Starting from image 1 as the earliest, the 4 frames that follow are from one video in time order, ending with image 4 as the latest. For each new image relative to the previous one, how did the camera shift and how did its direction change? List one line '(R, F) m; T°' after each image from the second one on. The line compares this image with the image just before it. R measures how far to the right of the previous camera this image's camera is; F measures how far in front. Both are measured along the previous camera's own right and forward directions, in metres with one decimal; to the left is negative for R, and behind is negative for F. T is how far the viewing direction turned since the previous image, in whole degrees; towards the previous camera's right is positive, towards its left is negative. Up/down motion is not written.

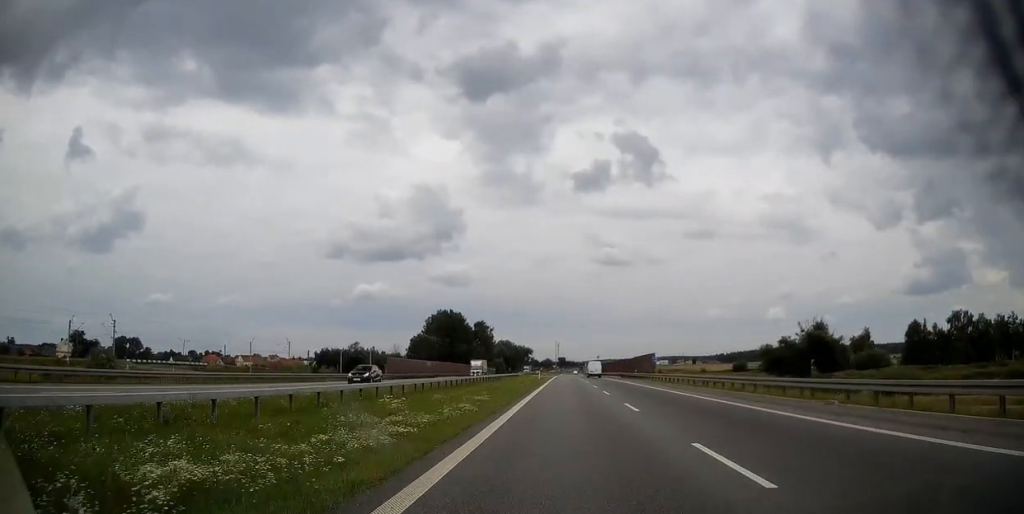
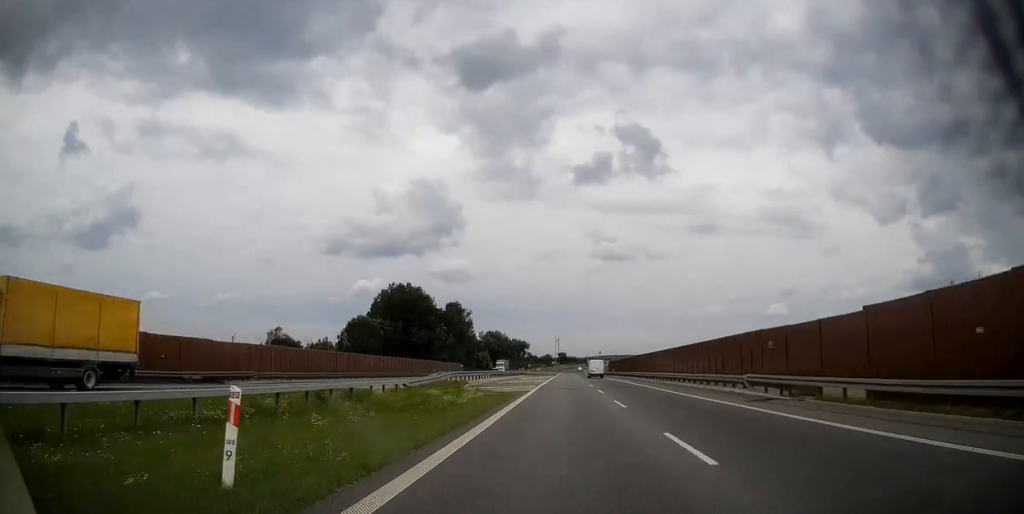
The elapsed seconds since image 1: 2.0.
(-0.2, +70.7) m; 0°
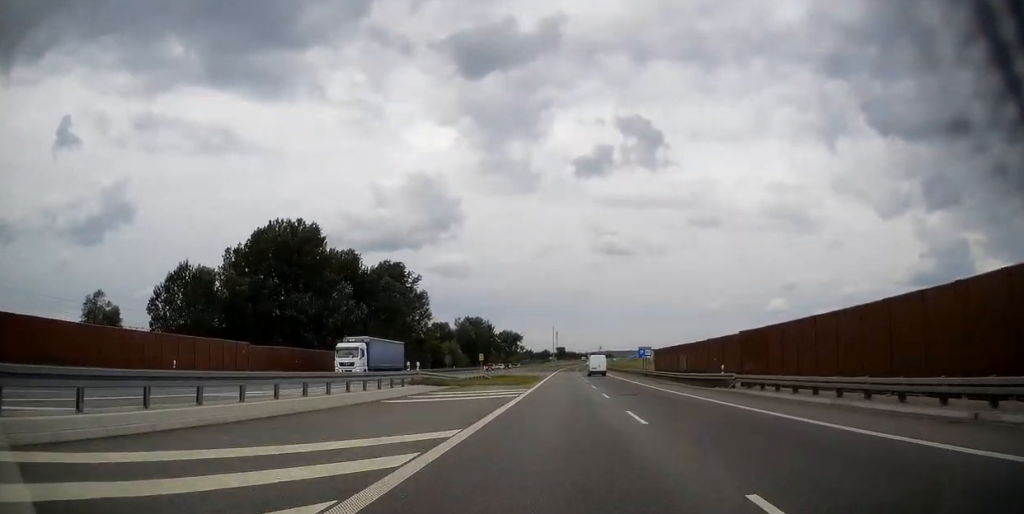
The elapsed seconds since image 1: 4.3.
(+0.1, +77.6) m; 0°
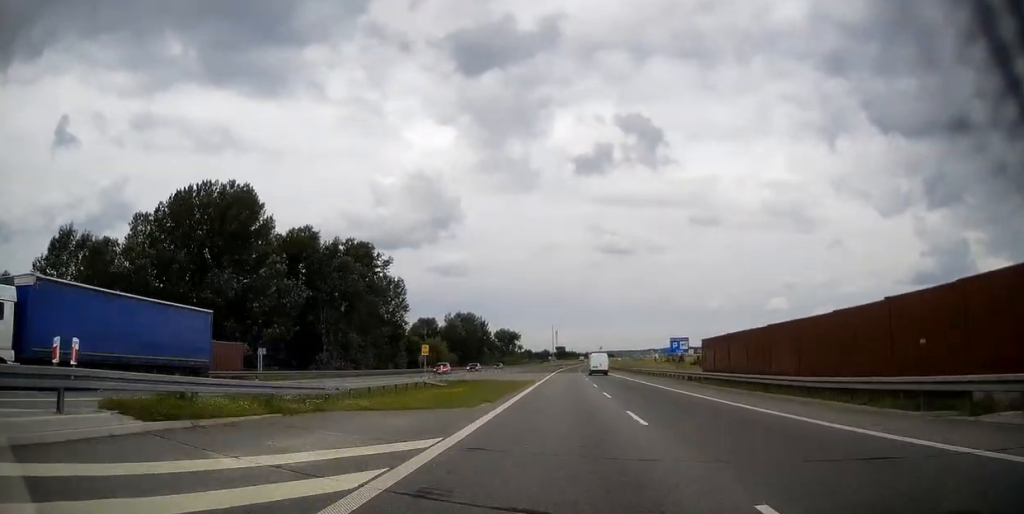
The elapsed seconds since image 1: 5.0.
(0.0, +24.4) m; 0°
